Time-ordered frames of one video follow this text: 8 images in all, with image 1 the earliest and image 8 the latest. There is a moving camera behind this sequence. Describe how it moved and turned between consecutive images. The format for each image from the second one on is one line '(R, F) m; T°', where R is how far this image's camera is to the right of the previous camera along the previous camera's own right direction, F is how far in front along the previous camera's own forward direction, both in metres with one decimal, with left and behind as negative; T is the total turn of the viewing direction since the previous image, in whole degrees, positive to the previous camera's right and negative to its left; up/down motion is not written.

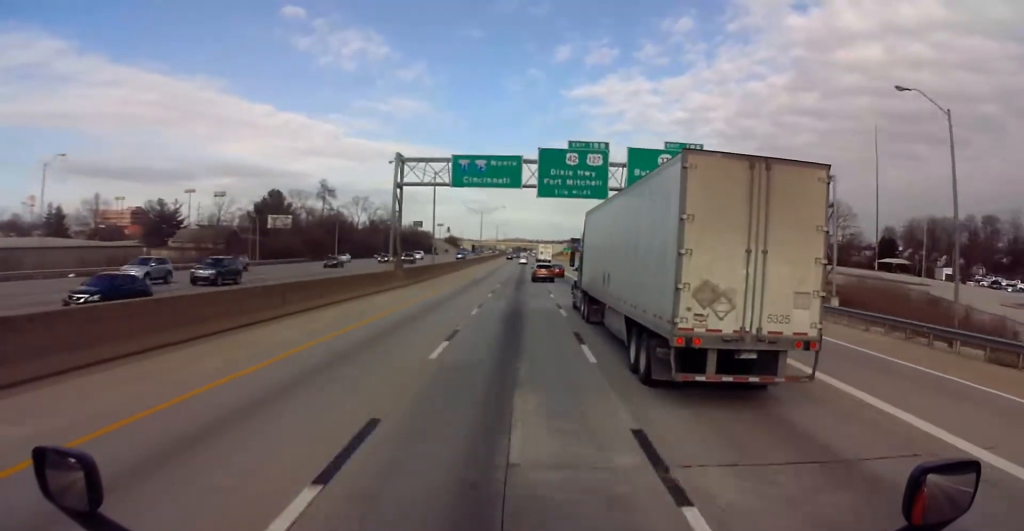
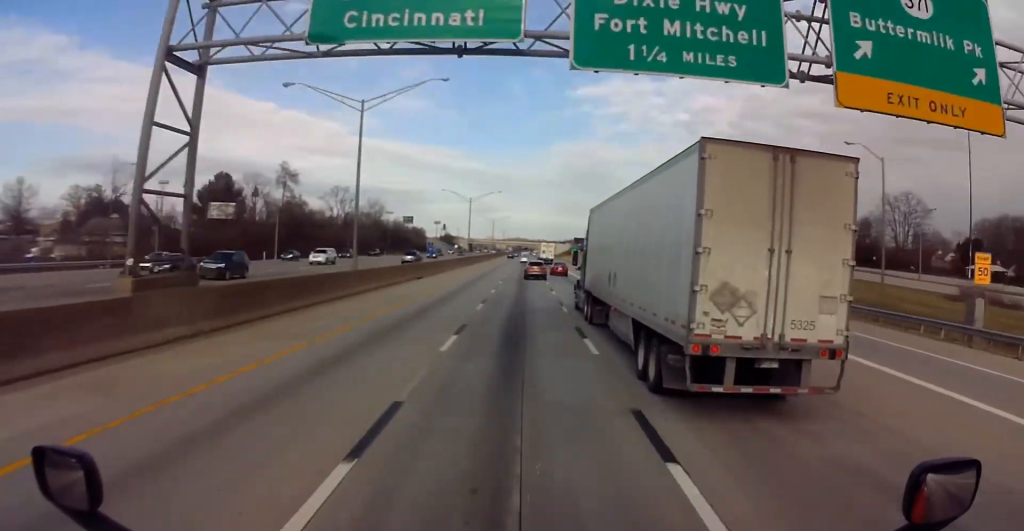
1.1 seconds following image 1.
(+0.1, +34.8) m; 0°
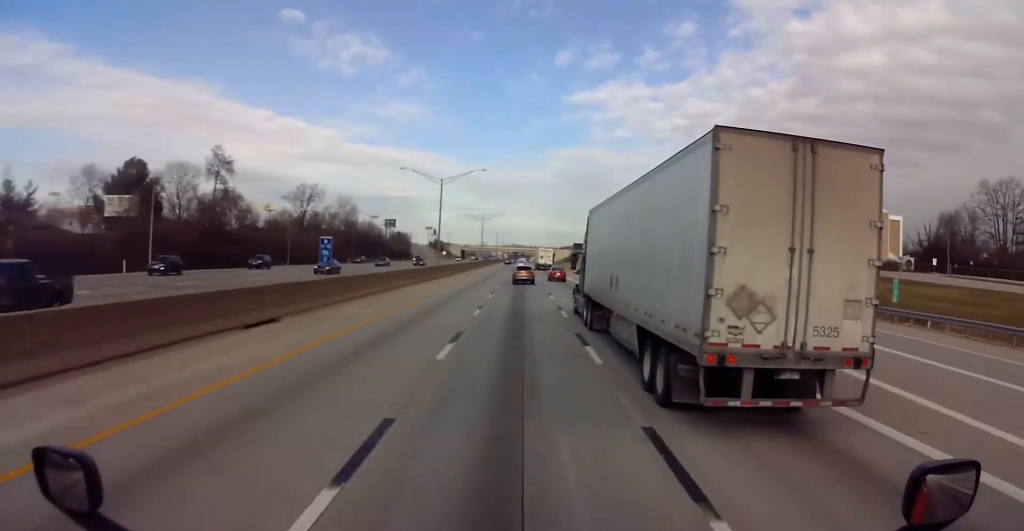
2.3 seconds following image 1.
(-0.1, +36.9) m; 0°
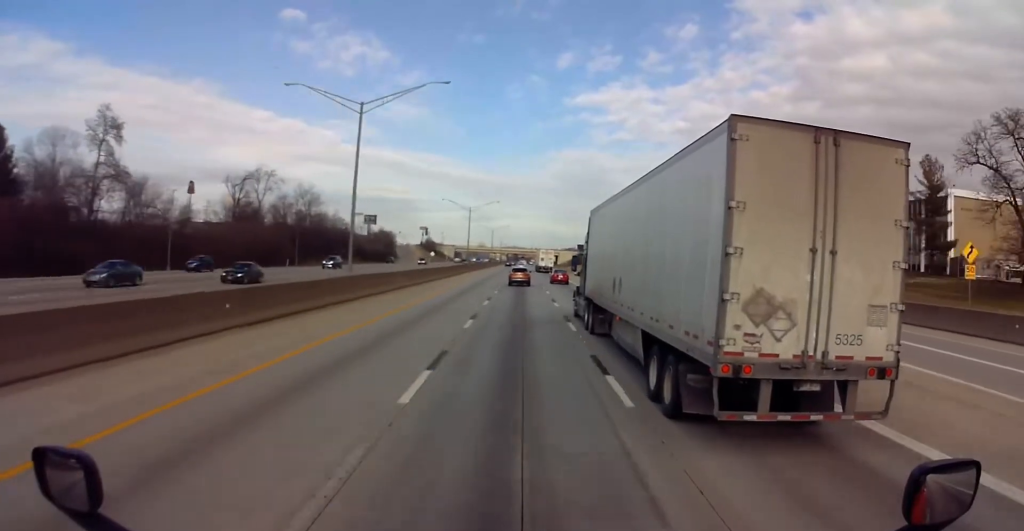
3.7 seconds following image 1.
(-0.2, +41.0) m; 0°
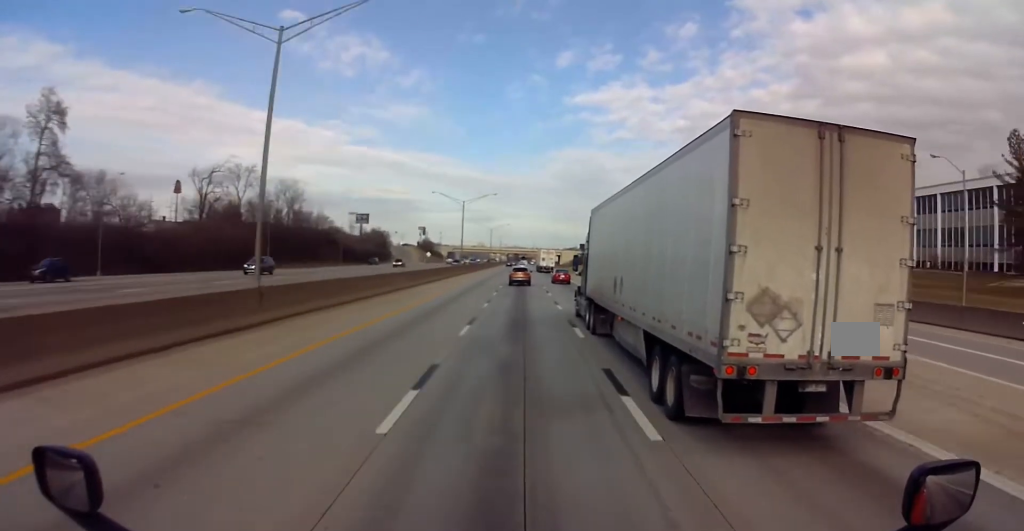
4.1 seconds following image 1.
(0.0, +14.3) m; 0°
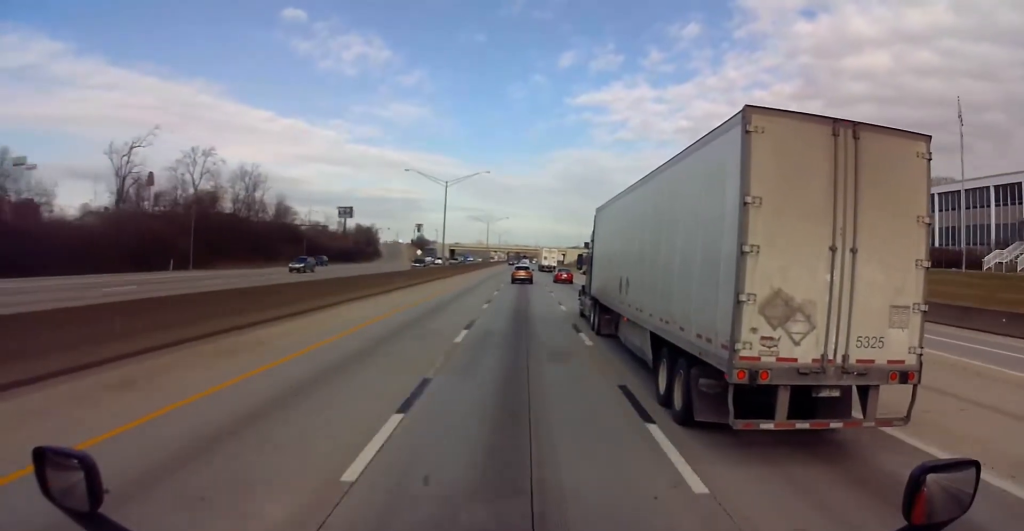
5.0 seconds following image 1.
(0.0, +26.1) m; +1°
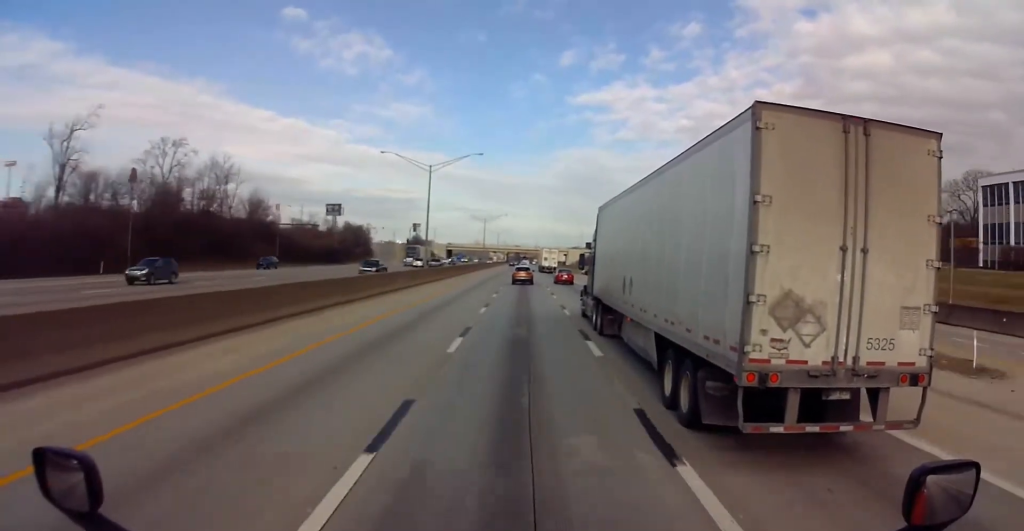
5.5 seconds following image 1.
(+0.2, +14.0) m; 0°
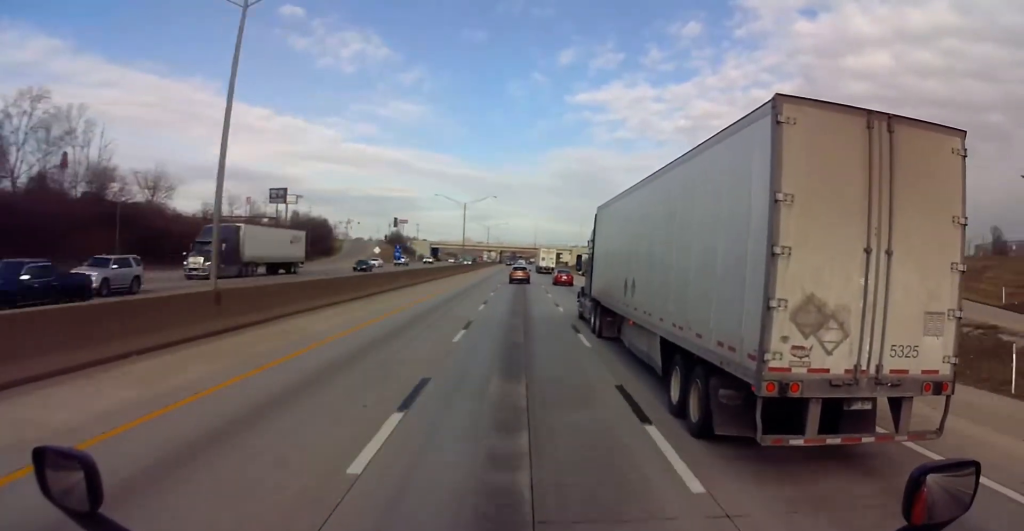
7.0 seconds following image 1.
(+0.2, +46.1) m; 0°
